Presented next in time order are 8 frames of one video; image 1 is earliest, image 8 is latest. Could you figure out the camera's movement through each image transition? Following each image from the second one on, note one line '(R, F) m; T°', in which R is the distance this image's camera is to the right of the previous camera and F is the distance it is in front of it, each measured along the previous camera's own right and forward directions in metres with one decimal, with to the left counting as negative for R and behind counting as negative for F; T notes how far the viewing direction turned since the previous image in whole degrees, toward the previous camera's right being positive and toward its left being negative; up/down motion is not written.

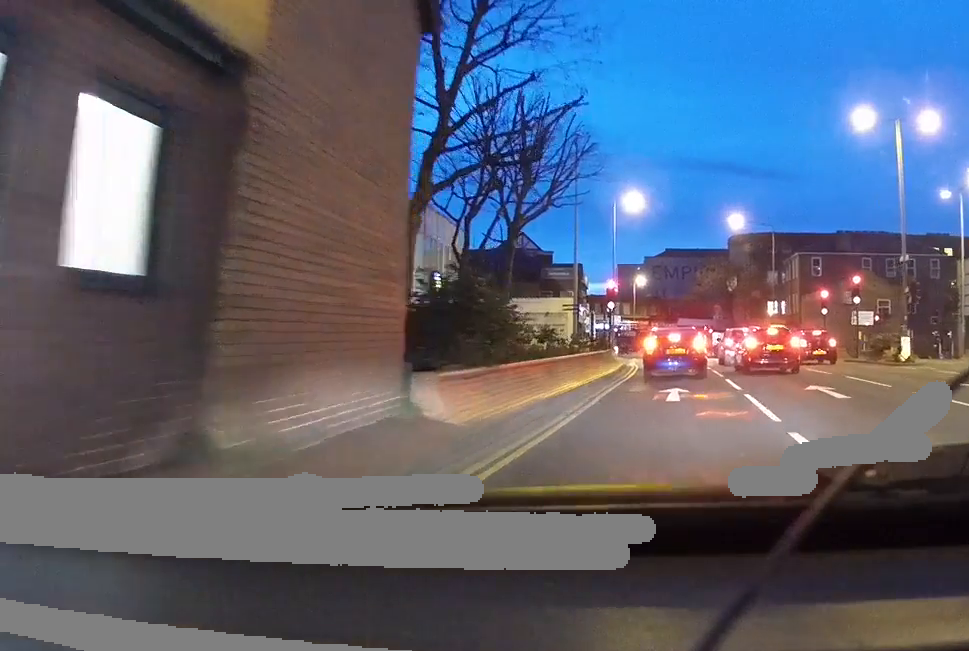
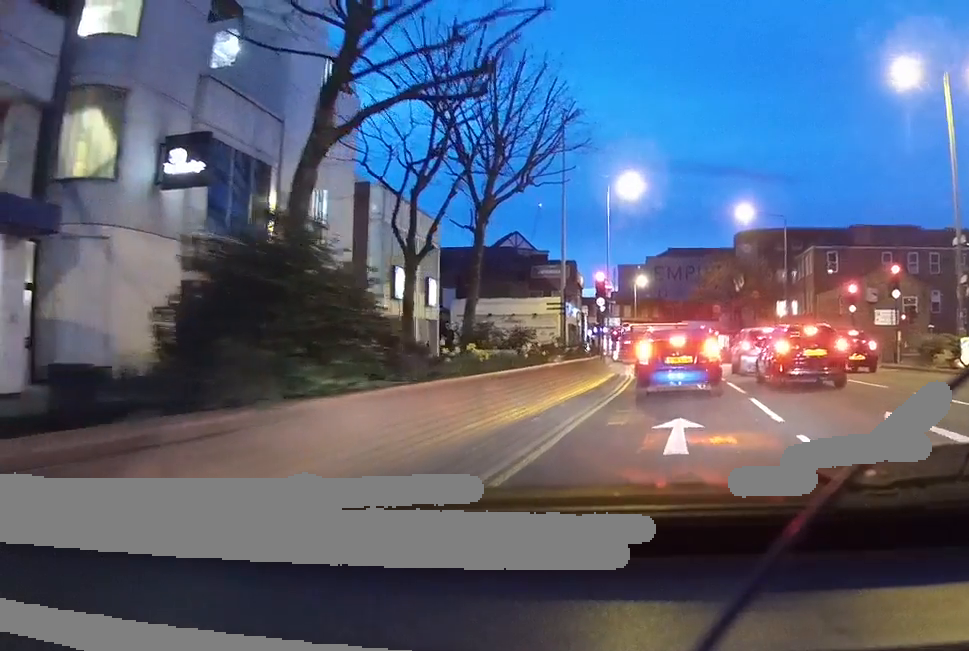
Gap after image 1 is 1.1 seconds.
(-0.8, +7.3) m; -7°
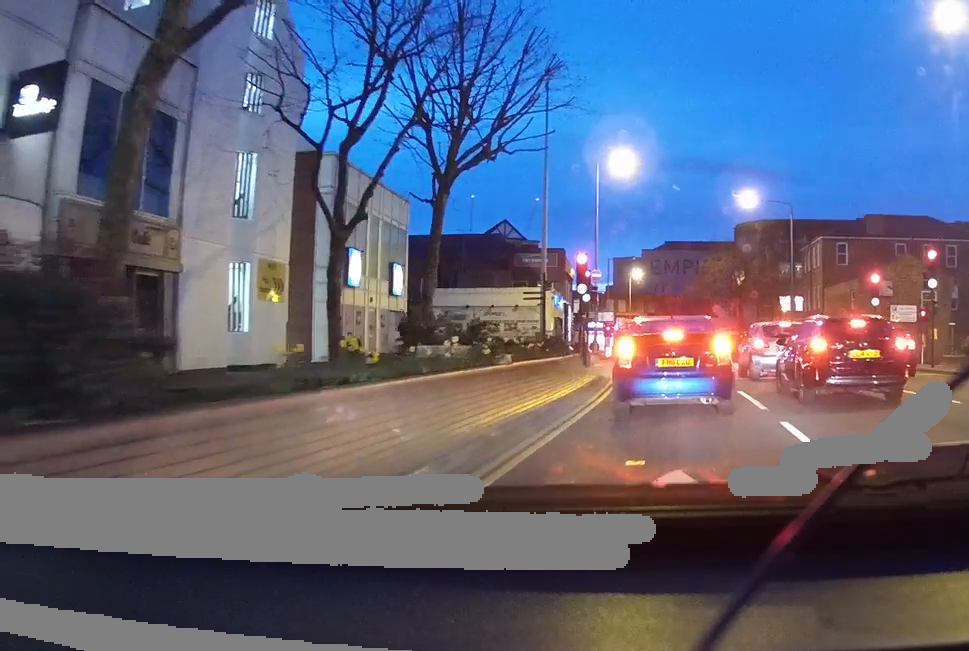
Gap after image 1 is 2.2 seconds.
(0.0, +6.3) m; 0°
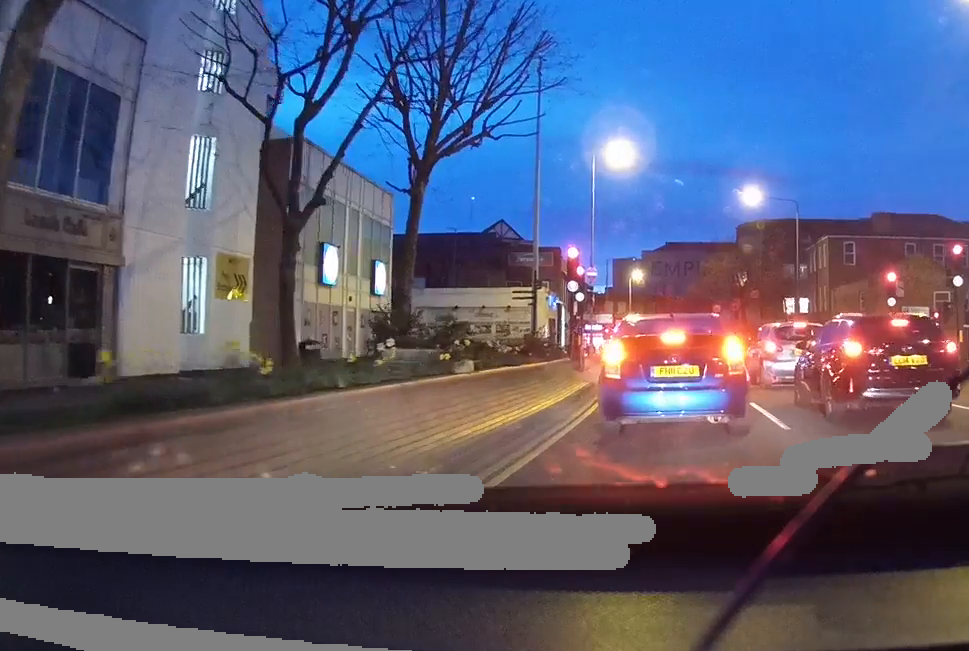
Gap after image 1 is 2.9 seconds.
(0.0, +3.5) m; 0°
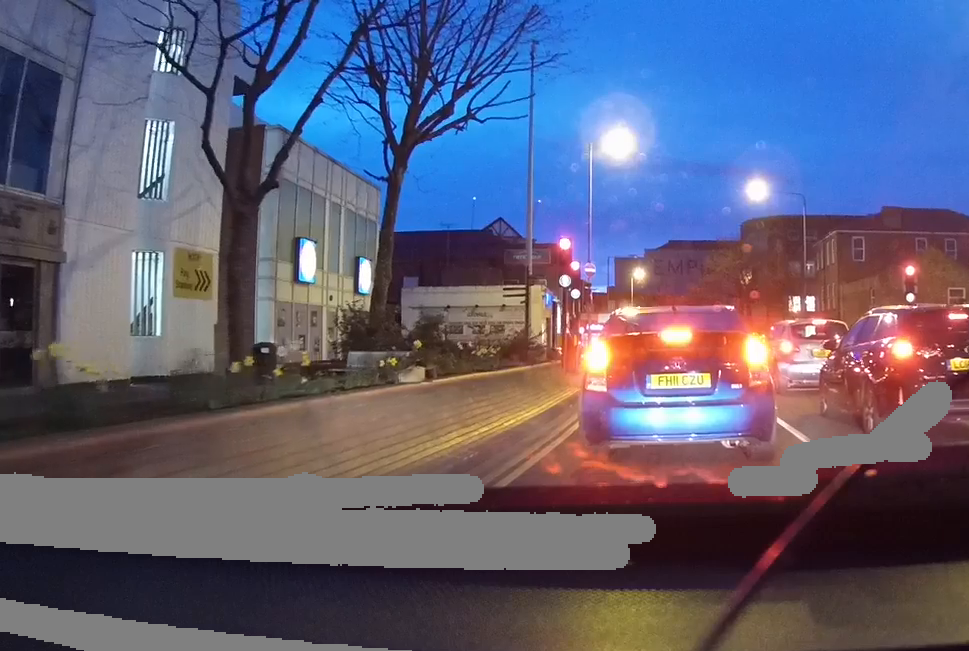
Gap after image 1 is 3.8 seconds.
(0.0, +3.3) m; 0°
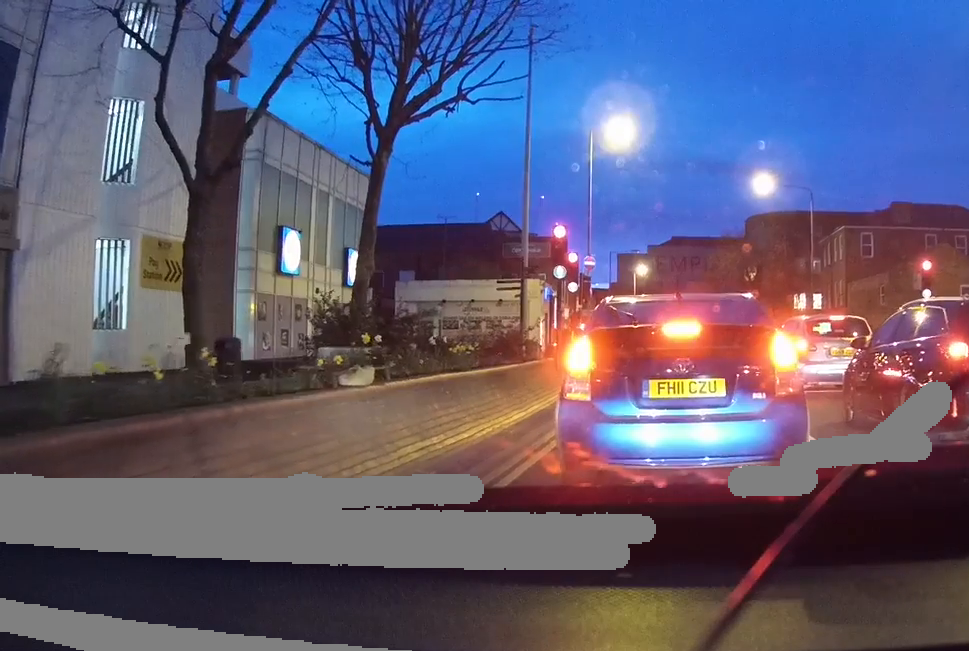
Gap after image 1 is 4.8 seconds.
(0.0, +2.1) m; 0°
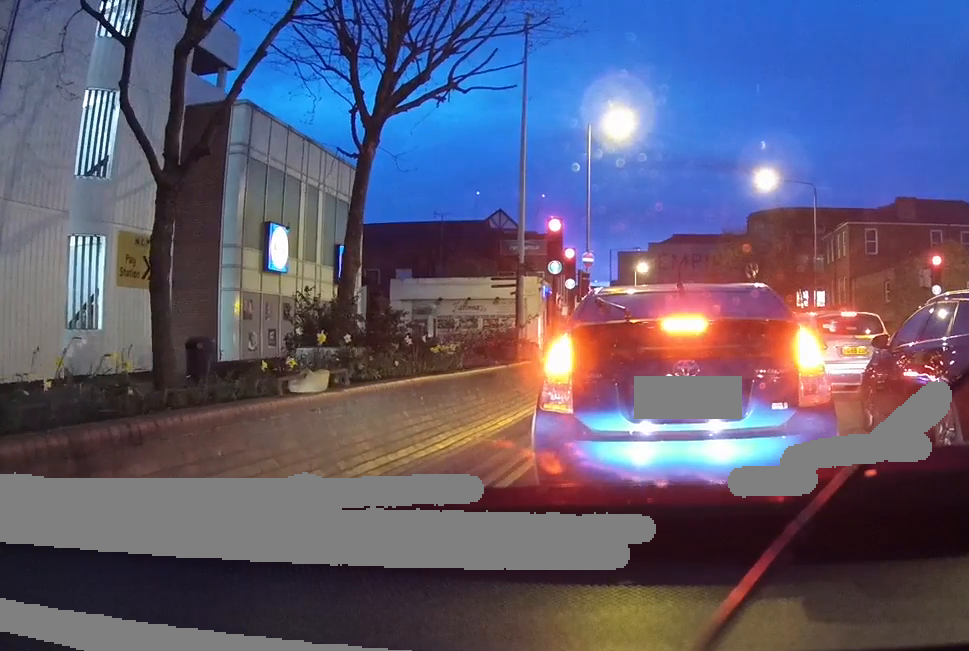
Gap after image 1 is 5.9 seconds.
(0.0, +1.0) m; 0°
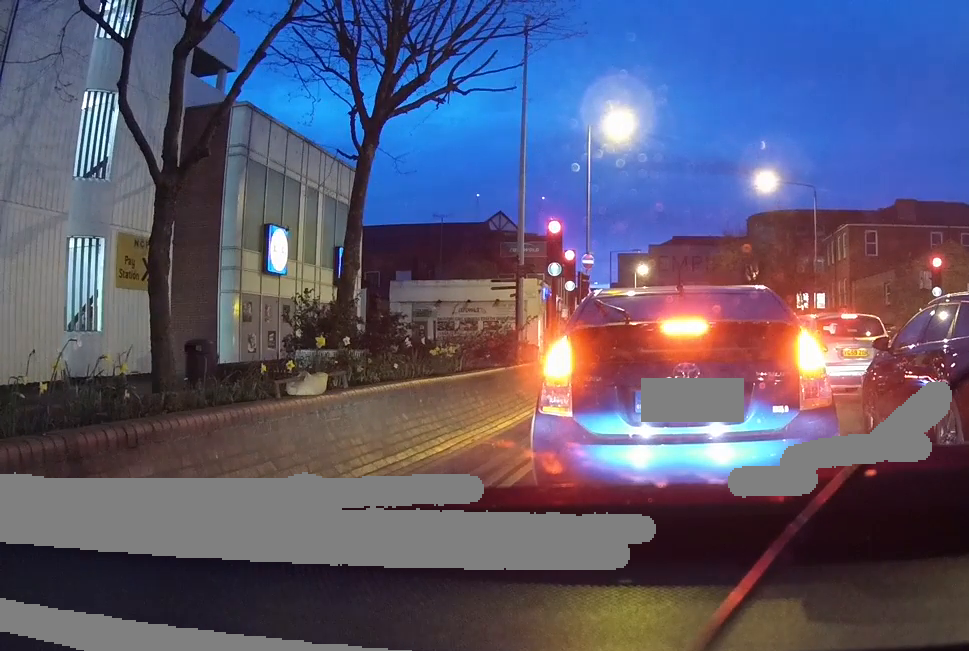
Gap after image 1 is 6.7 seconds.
(0.0, 0.0) m; 0°
